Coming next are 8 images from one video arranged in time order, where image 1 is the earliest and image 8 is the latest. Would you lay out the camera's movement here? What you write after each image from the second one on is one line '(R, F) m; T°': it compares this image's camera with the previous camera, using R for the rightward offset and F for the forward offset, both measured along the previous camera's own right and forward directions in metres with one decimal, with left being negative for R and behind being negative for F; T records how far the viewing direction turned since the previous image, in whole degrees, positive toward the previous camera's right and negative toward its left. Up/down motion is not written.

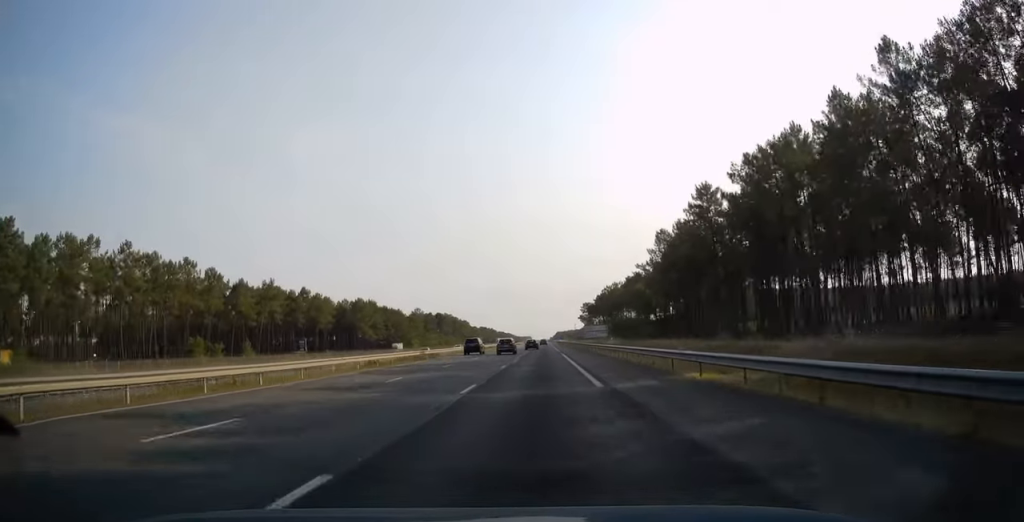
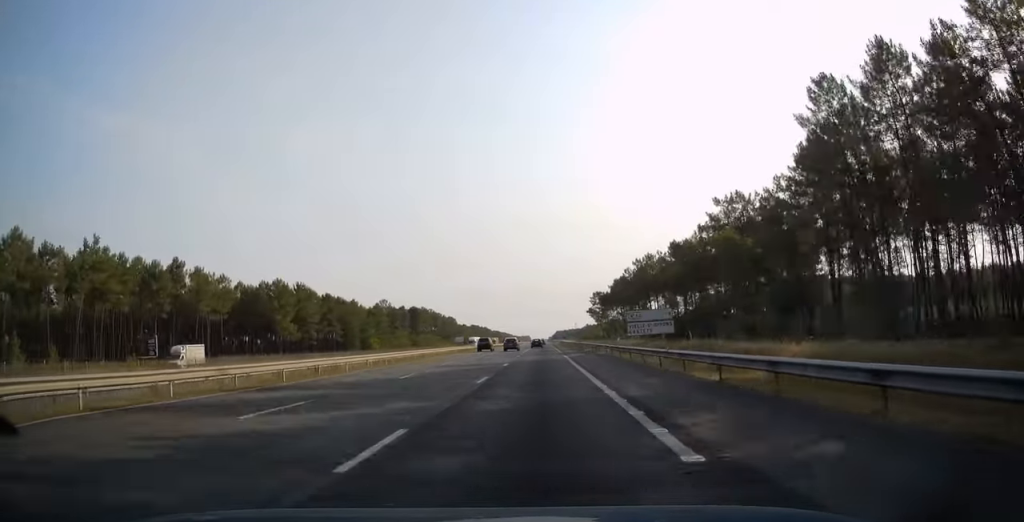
(-0.3, +62.0) m; 0°
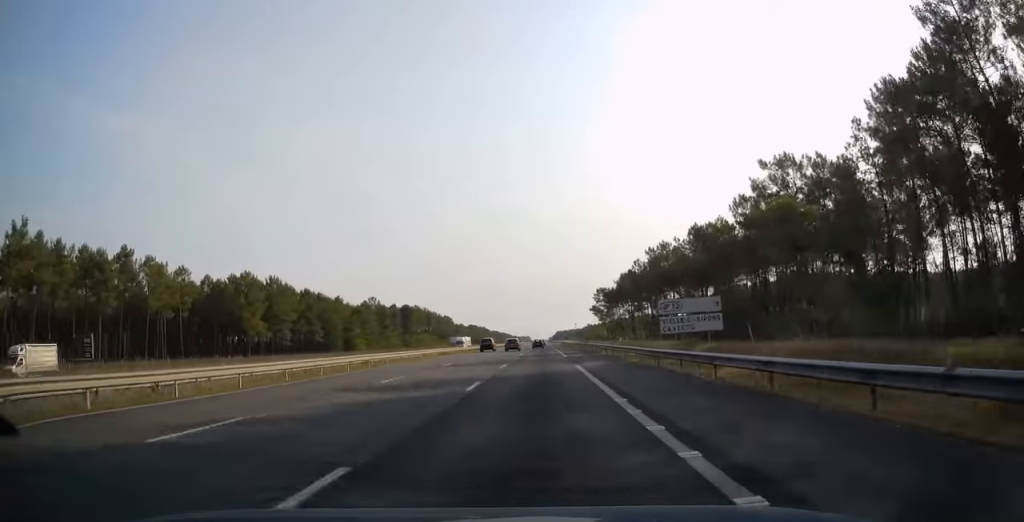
(+0.1, +15.7) m; 0°
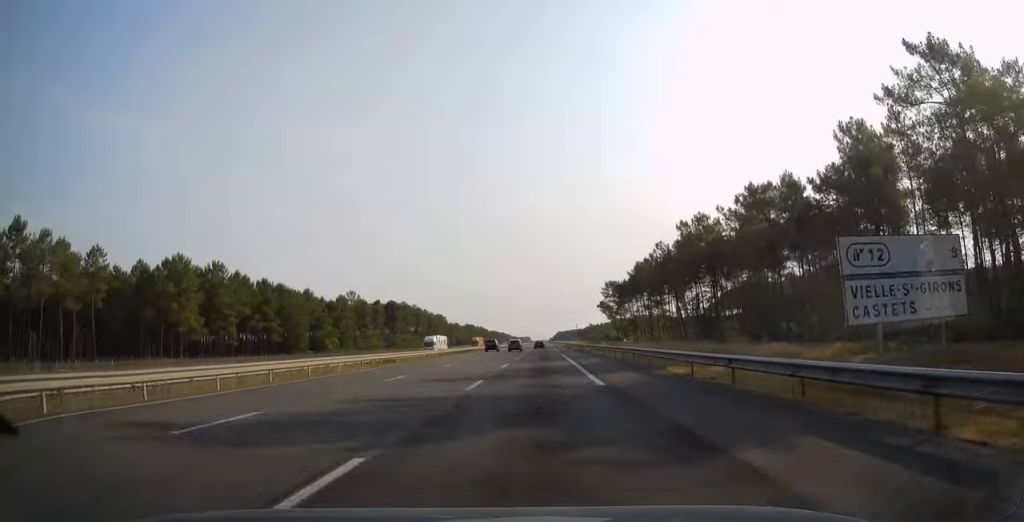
(0.0, +25.6) m; 0°
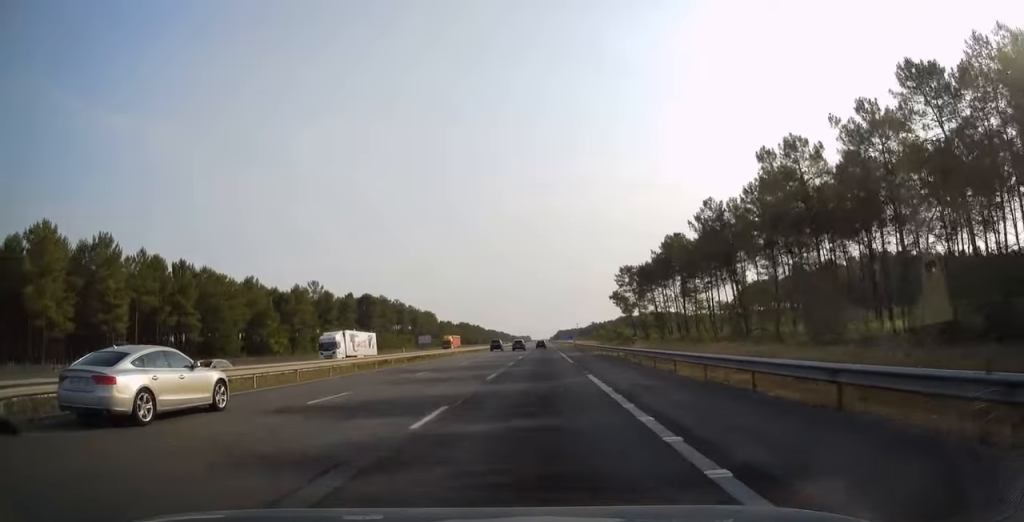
(-0.2, +33.5) m; 0°
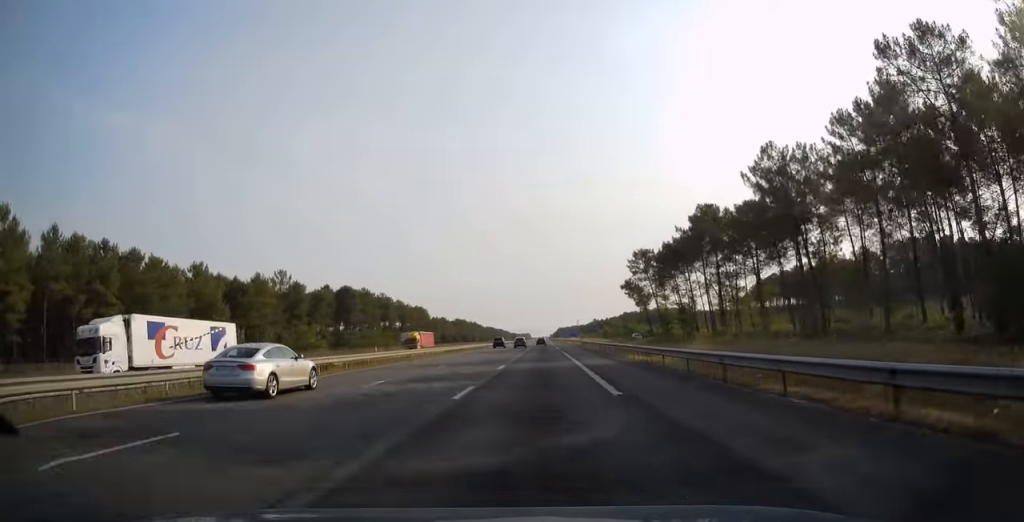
(+0.1, +21.6) m; 0°
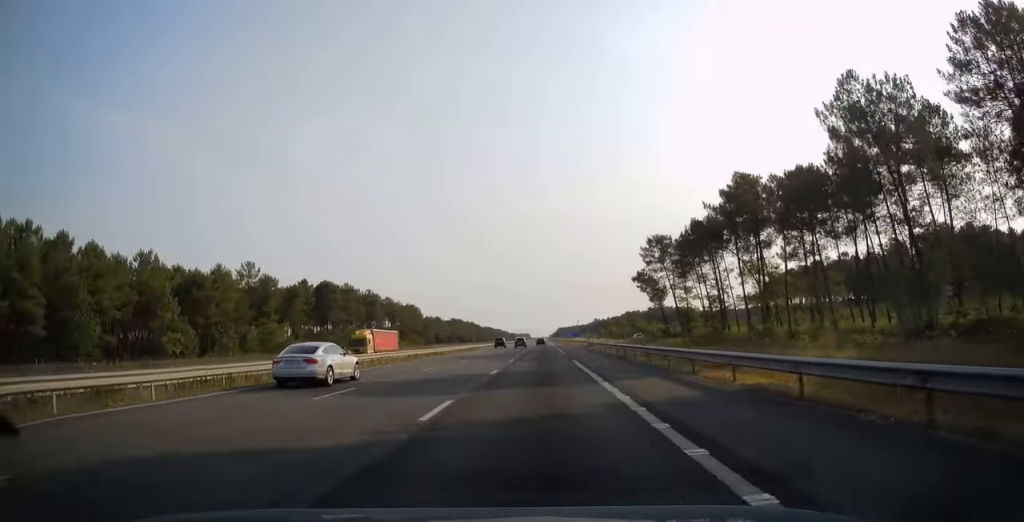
(0.0, +16.7) m; 0°
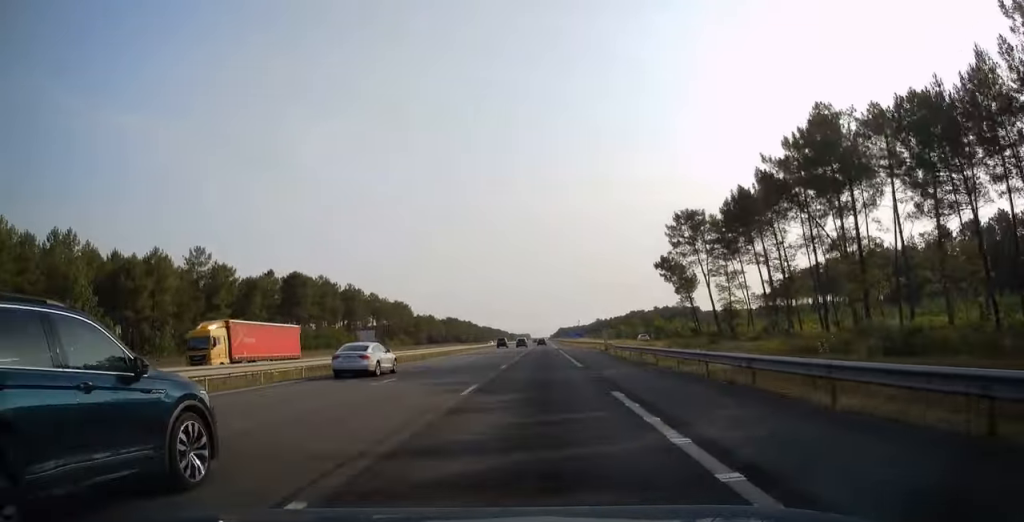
(0.0, +21.1) m; 0°
